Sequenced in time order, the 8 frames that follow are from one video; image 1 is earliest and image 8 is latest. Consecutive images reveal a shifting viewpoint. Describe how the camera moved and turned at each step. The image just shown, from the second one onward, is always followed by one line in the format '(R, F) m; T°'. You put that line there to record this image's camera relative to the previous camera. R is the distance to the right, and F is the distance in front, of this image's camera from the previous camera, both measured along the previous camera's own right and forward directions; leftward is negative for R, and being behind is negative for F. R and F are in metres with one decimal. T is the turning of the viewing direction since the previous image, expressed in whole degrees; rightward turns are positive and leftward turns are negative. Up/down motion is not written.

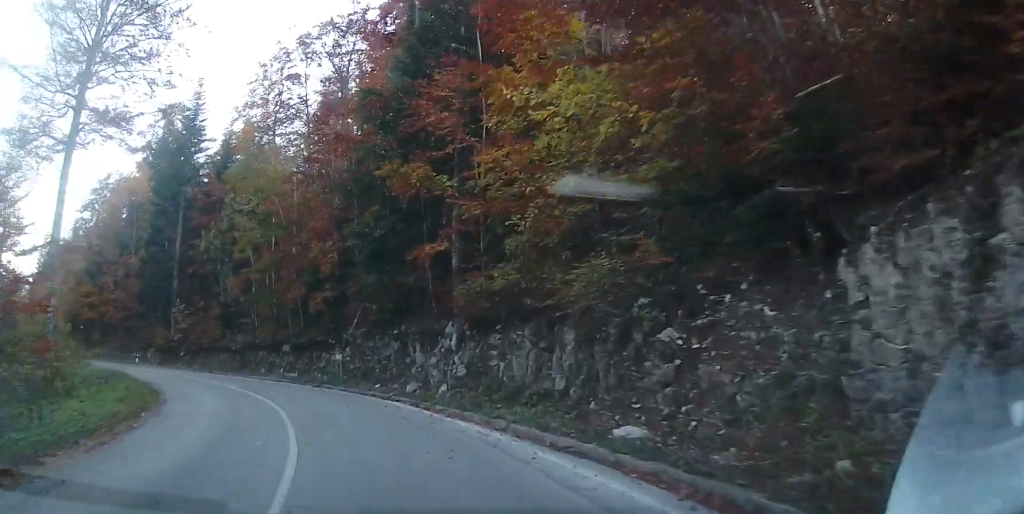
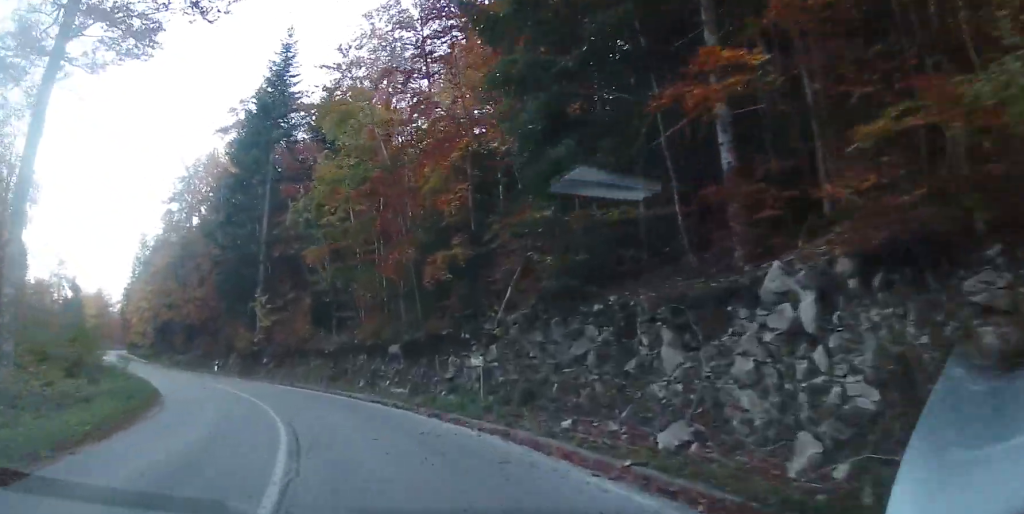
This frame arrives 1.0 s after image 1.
(-1.3, +10.2) m; -17°
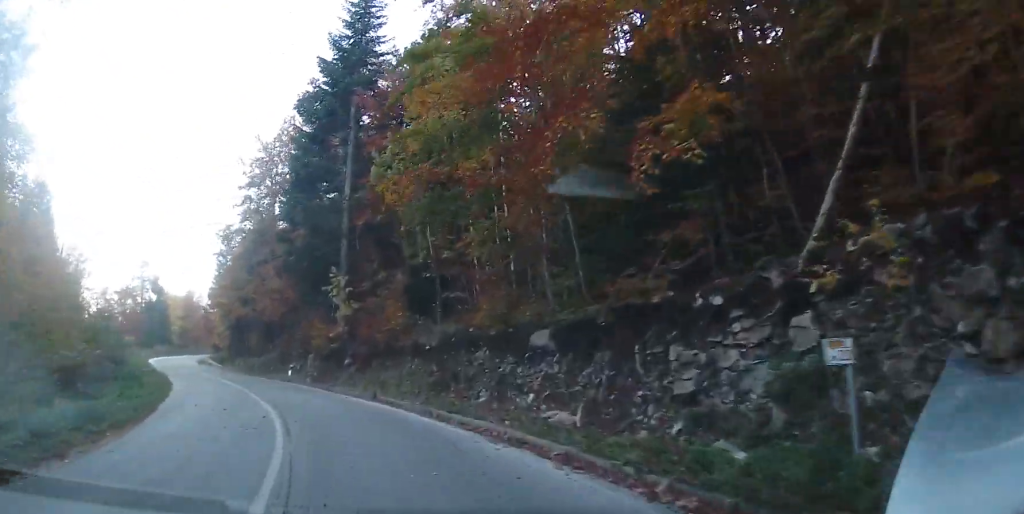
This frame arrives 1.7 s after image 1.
(-1.3, +8.9) m; -11°
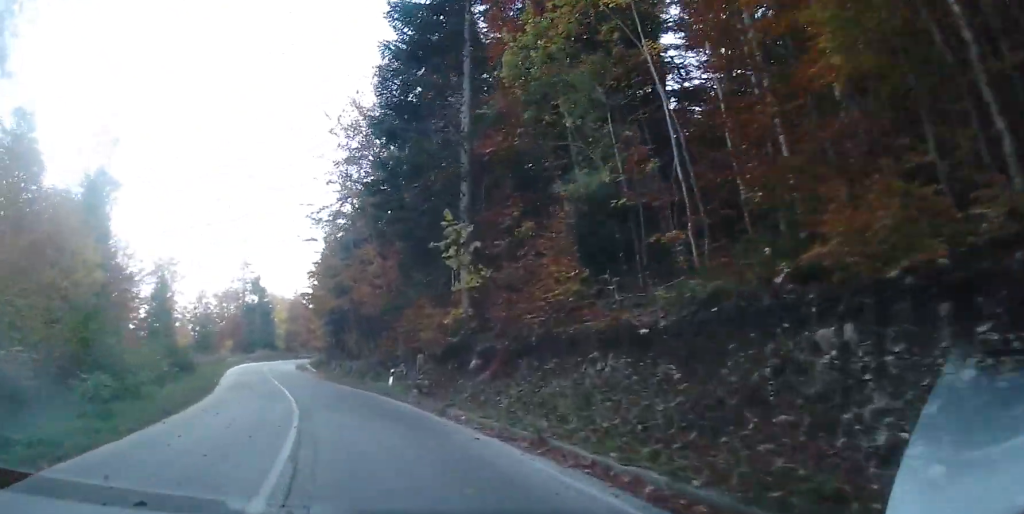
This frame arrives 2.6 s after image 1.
(-0.4, +10.6) m; -10°
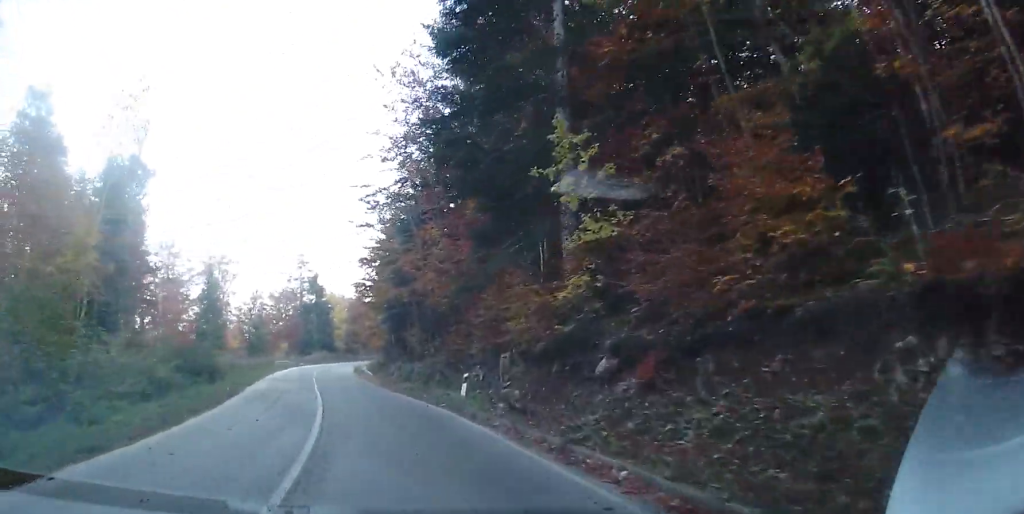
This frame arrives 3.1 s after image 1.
(-0.7, +6.8) m; -6°
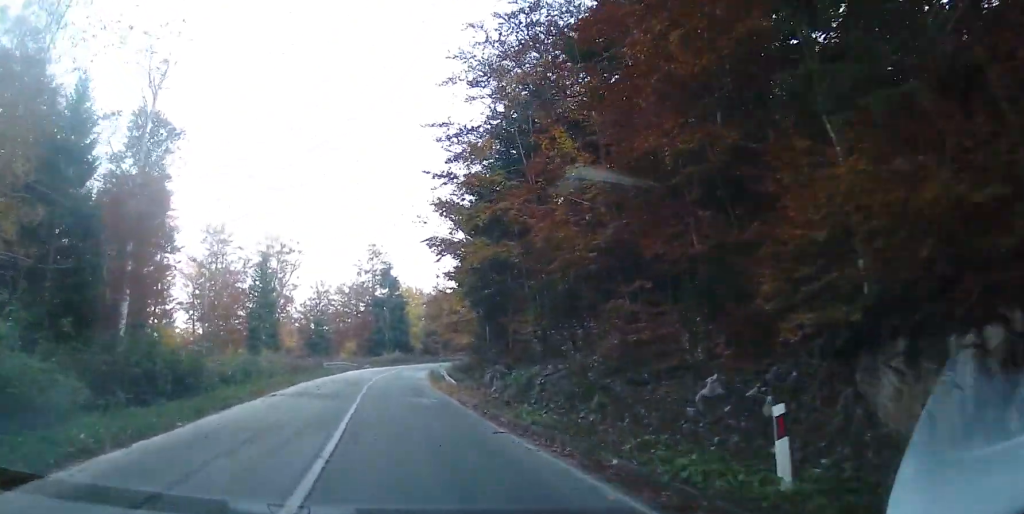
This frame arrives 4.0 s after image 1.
(-1.5, +13.5) m; -8°
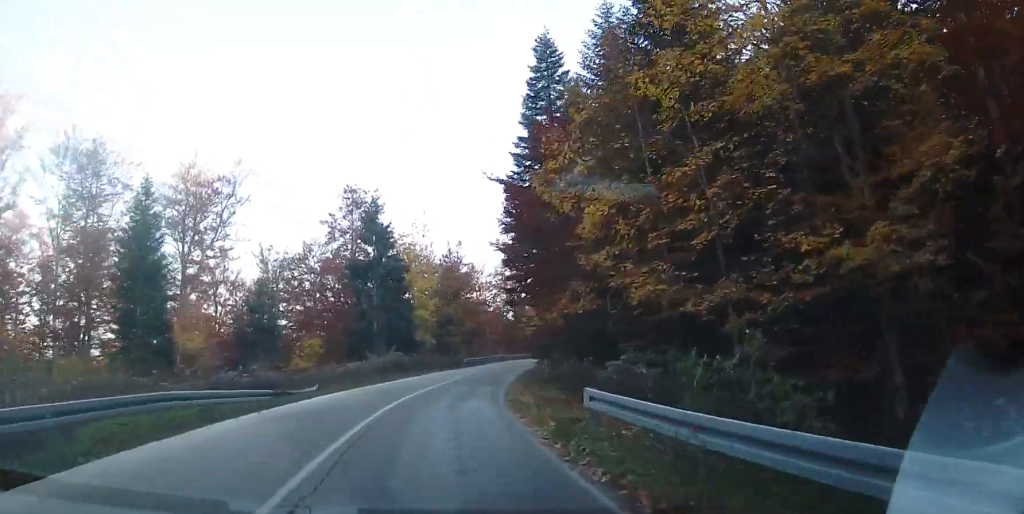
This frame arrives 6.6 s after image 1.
(+0.4, +38.6) m; +6°
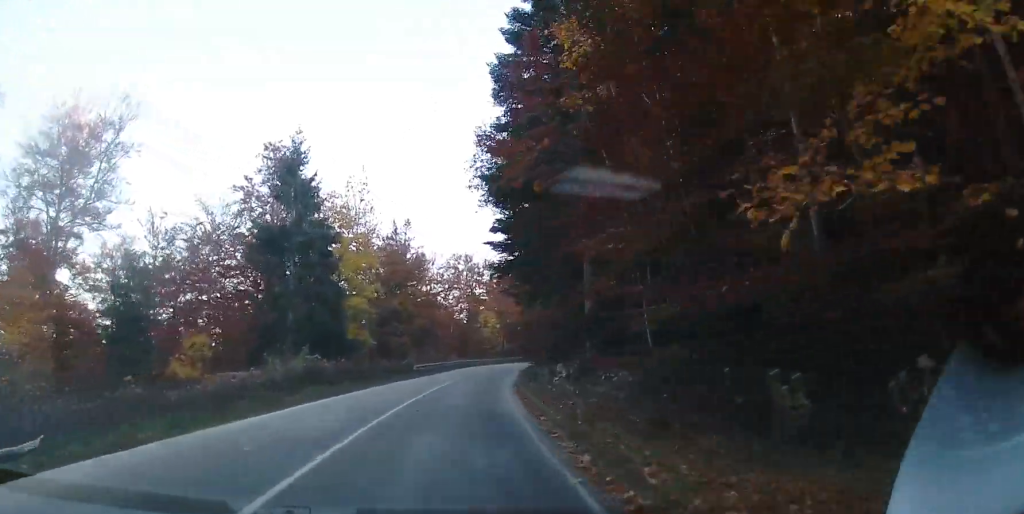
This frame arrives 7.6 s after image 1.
(+0.6, +15.5) m; +4°
